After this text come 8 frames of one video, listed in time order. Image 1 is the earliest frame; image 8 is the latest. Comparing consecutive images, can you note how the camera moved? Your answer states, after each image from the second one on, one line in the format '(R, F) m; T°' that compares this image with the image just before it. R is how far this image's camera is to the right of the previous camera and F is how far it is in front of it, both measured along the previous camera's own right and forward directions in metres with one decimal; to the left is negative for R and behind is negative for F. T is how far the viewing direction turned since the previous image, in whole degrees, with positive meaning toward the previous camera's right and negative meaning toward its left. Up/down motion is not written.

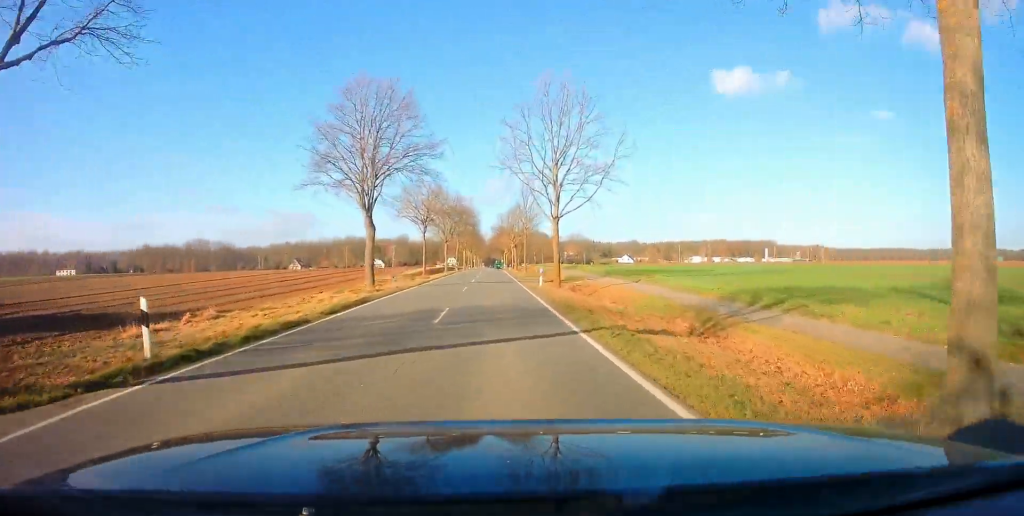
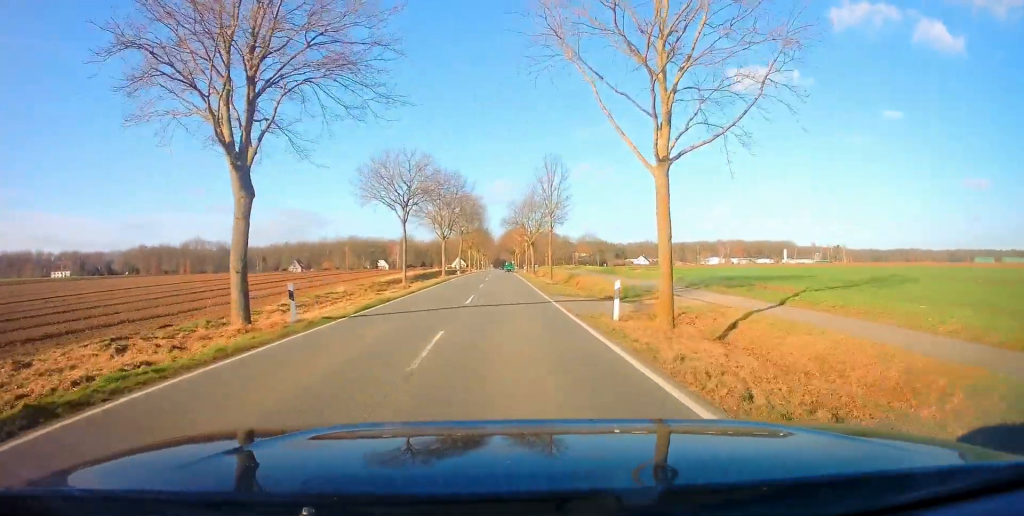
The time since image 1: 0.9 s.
(+0.2, +17.3) m; 0°
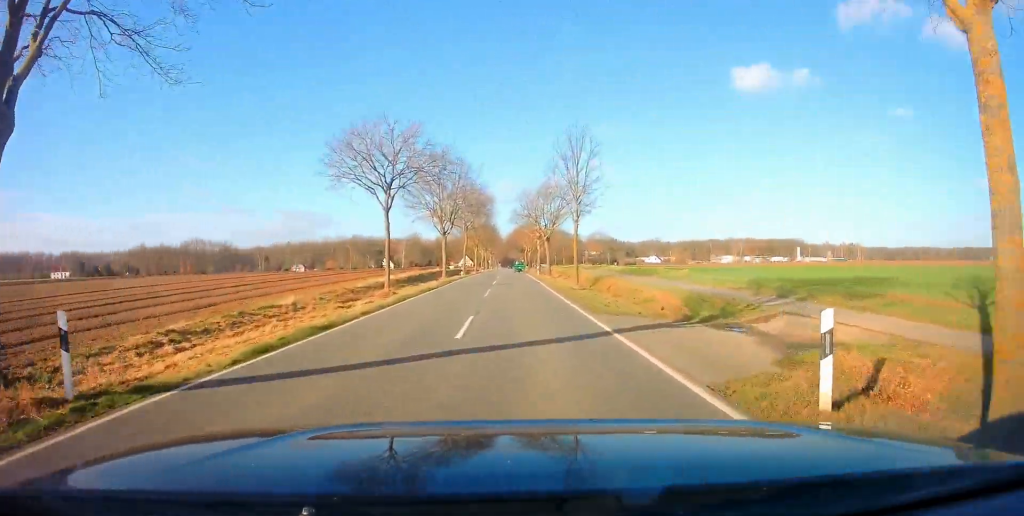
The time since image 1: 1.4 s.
(-0.1, +8.8) m; -1°
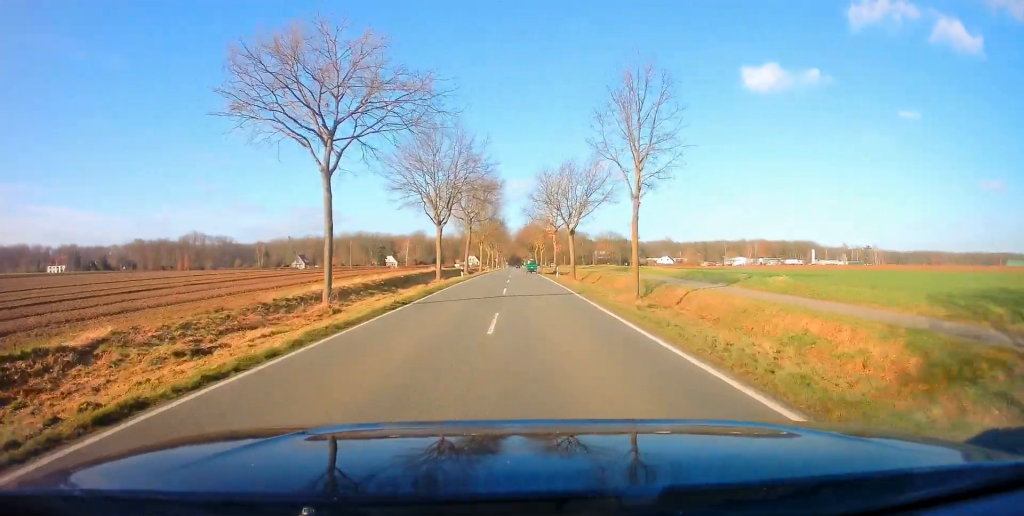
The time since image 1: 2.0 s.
(-0.1, +11.9) m; -1°
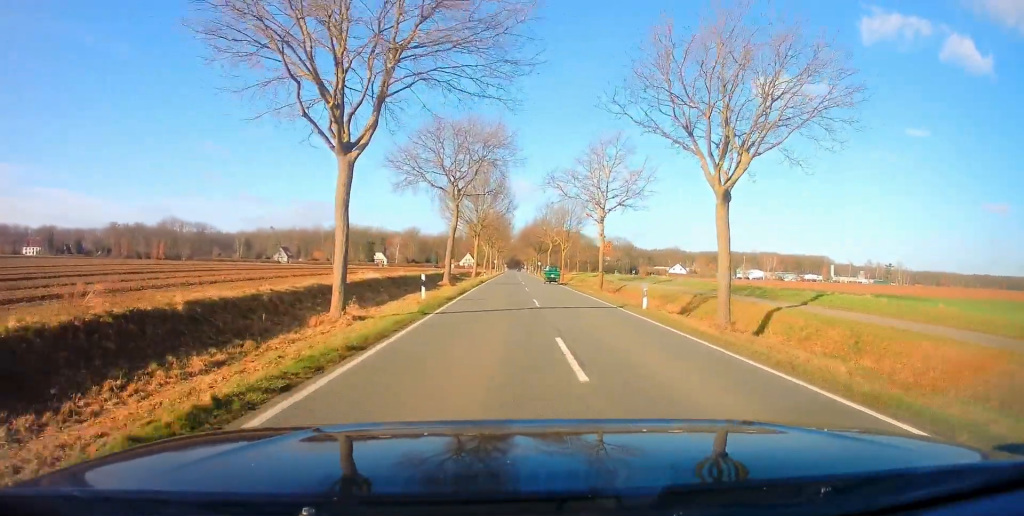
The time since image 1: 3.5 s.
(-0.3, +27.4) m; 0°
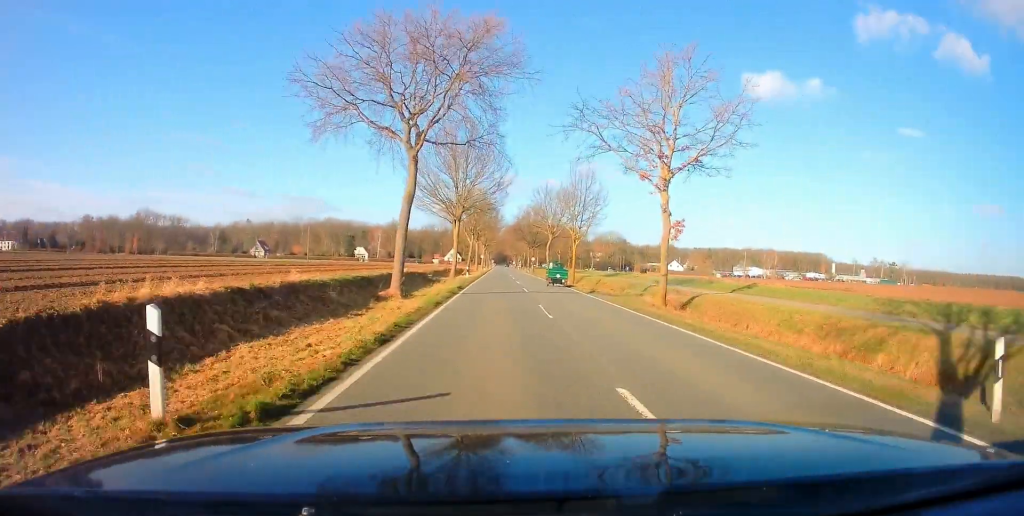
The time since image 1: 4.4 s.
(+0.2, +16.3) m; +1°
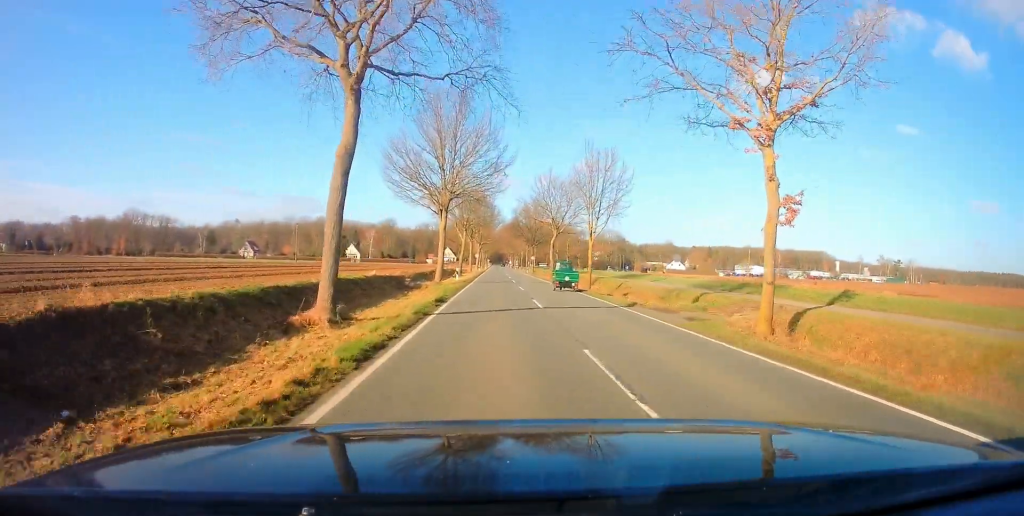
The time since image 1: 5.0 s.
(+0.1, +9.1) m; 0°
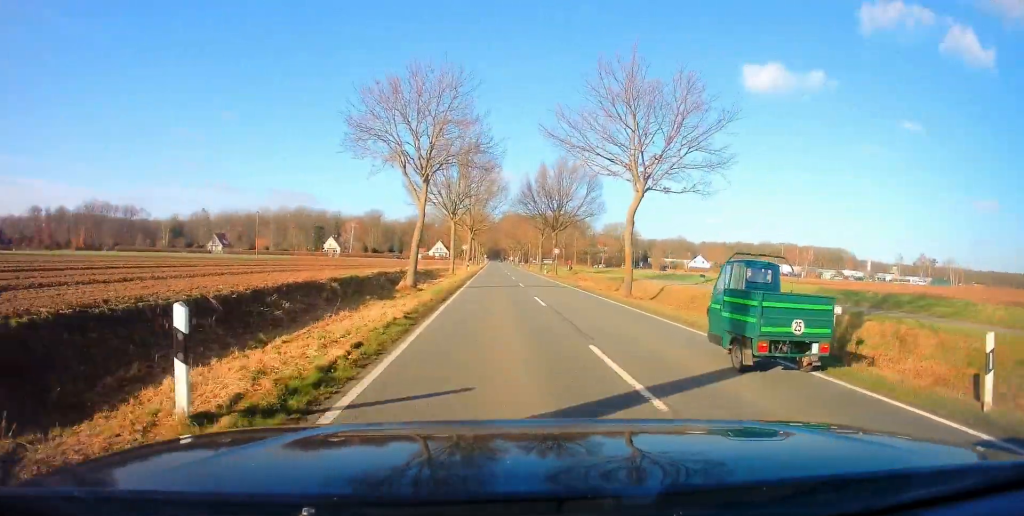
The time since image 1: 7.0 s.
(+0.2, +35.5) m; +2°
